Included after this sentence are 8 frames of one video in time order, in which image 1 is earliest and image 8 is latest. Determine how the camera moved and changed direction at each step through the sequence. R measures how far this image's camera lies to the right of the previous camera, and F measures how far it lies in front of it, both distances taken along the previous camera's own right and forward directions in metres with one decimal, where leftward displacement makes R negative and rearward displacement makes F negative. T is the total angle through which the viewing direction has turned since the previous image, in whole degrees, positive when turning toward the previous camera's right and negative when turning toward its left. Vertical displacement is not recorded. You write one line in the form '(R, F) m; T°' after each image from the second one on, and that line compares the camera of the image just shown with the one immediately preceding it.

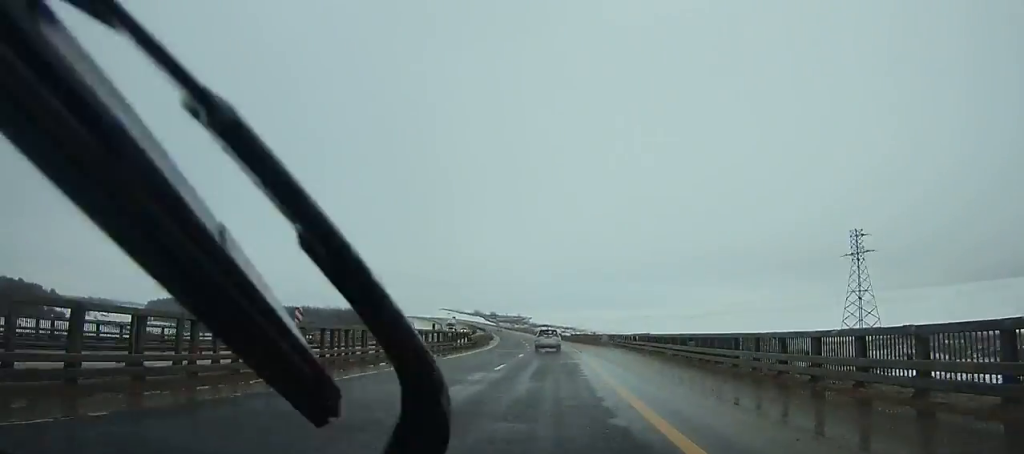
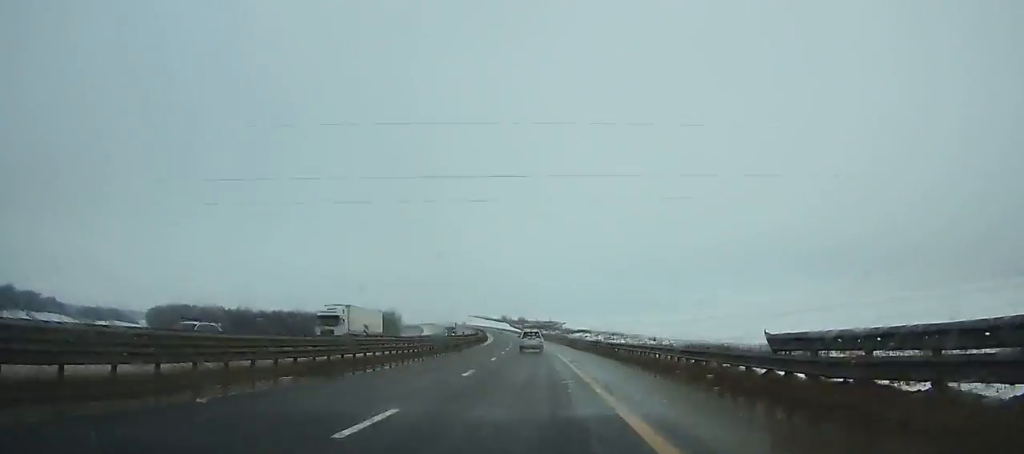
(-1.8, +70.4) m; -3°
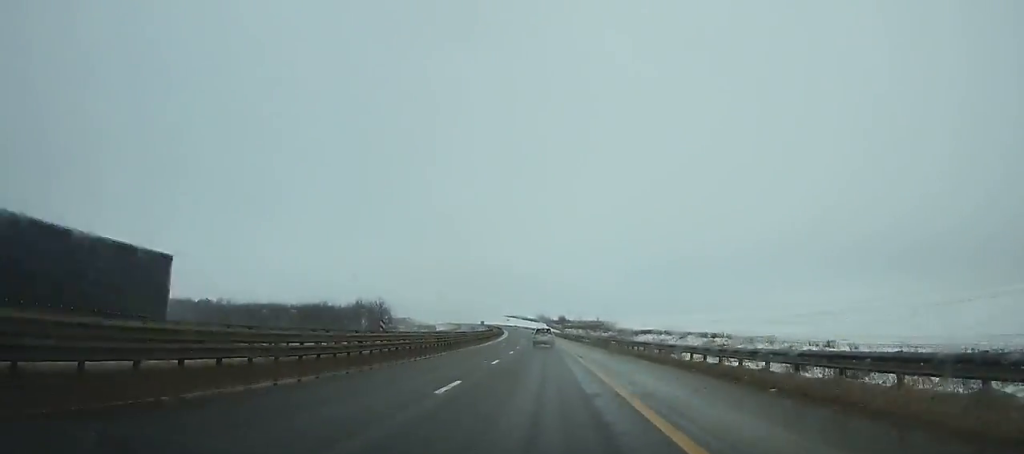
(-2.7, +78.8) m; -4°
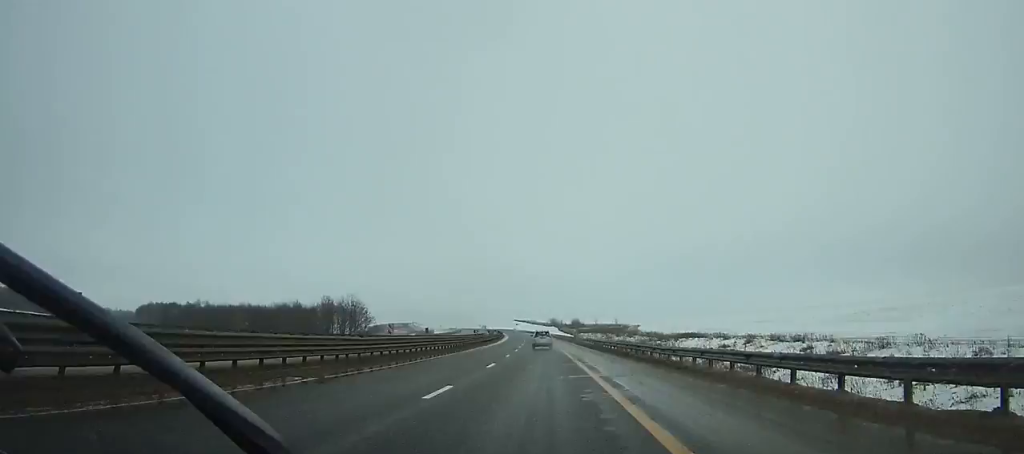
(-0.6, +36.3) m; -1°
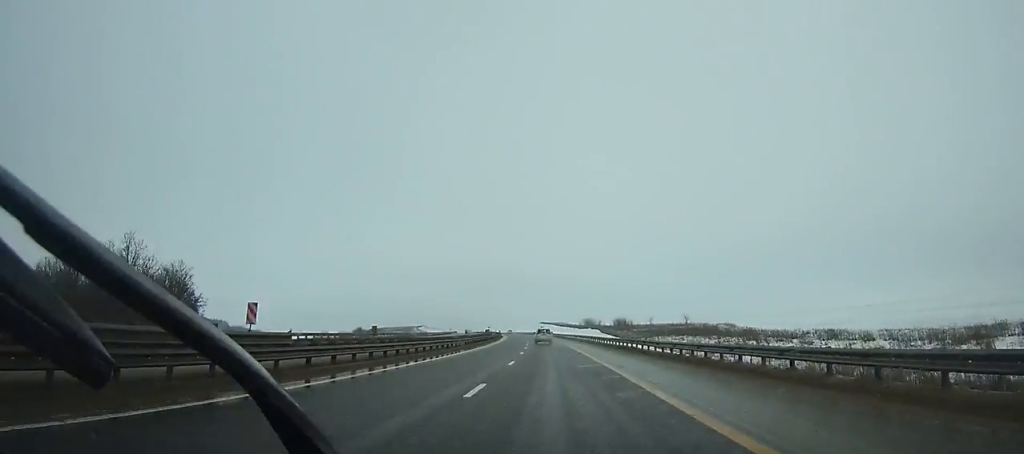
(-2.4, +95.5) m; -3°
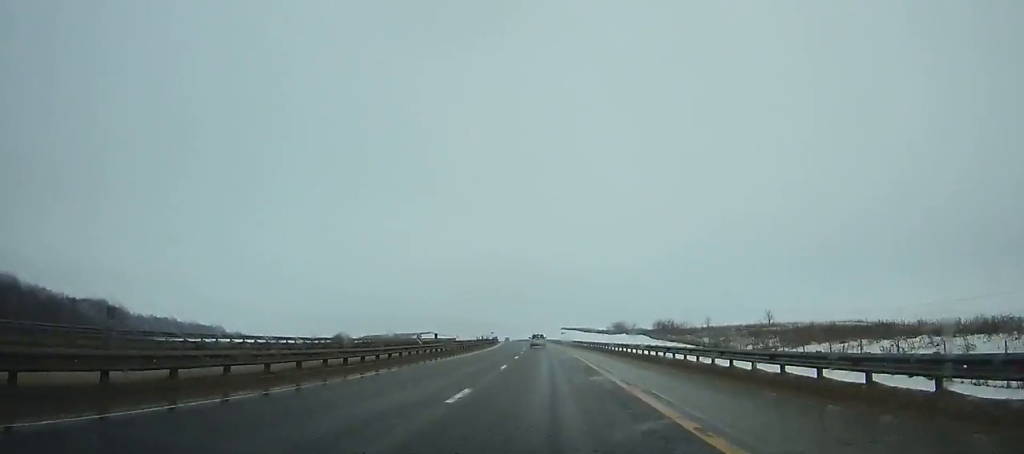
(-1.4, +58.8) m; -2°
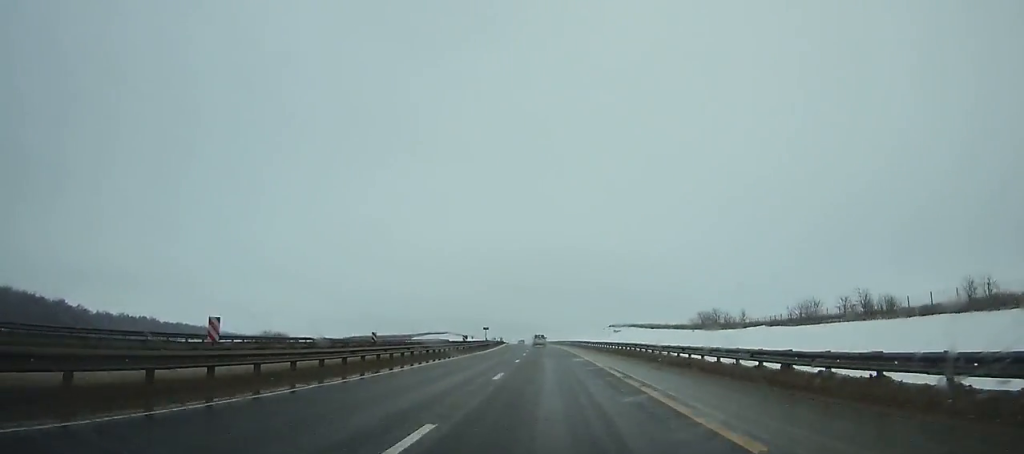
(-3.5, +102.0) m; -4°
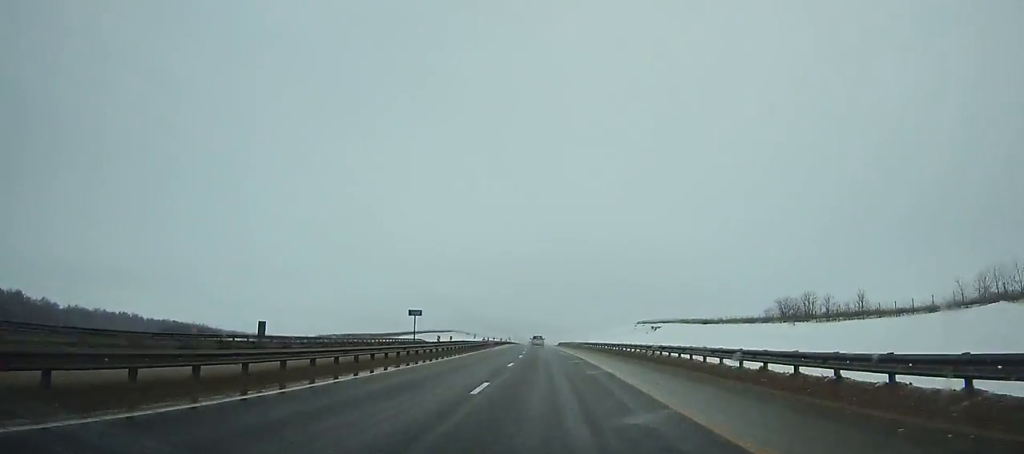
(-0.9, +52.1) m; -2°
